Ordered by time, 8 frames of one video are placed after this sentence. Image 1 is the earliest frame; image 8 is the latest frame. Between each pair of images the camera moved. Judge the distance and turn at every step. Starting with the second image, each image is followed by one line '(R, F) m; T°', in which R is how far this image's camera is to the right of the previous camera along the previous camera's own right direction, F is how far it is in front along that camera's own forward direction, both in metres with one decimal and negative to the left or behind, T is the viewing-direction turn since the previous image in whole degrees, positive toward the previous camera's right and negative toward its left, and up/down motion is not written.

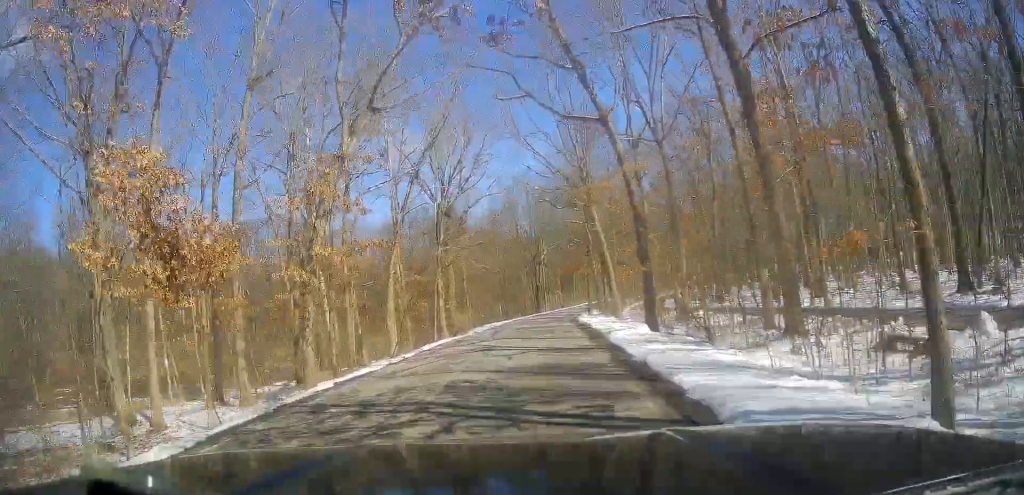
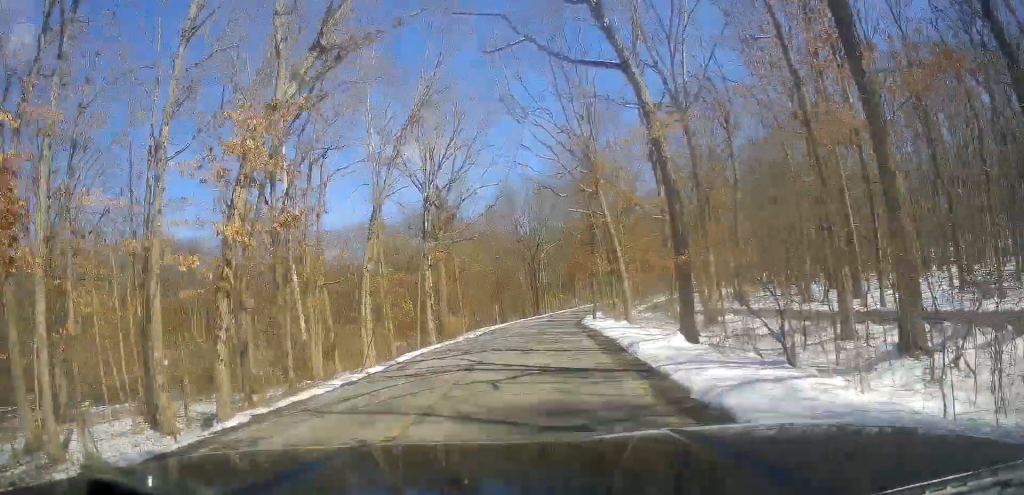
(+0.1, +5.4) m; 0°
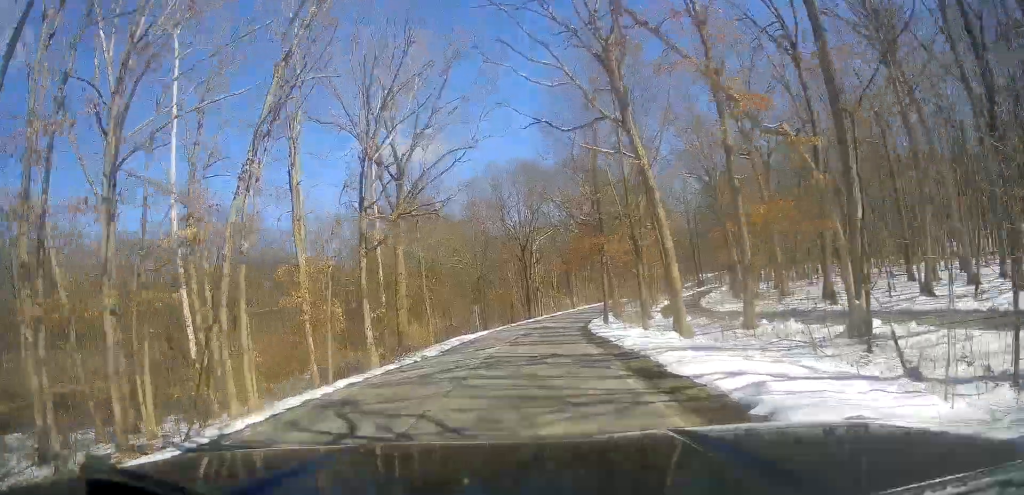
(-0.1, +13.6) m; +3°
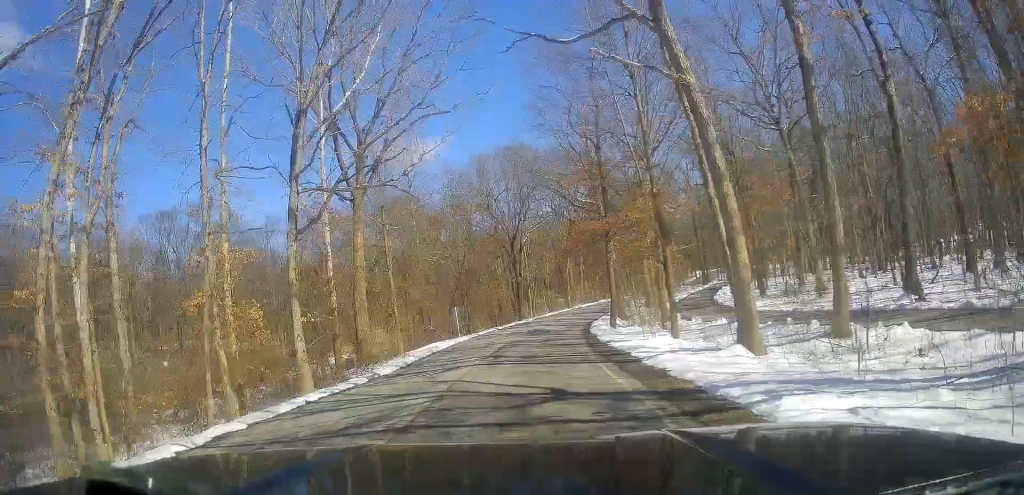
(+0.4, +7.7) m; +3°
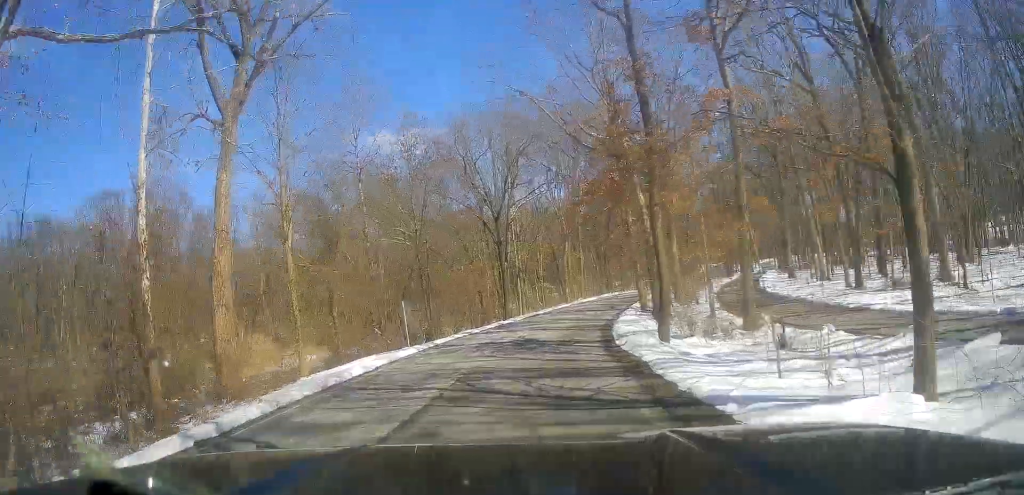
(+0.6, +14.9) m; +1°
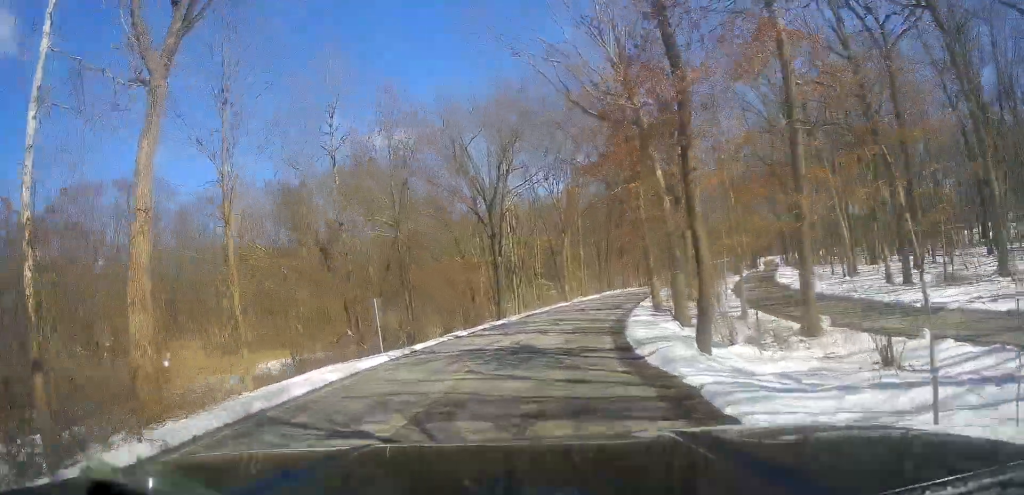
(-0.1, +4.7) m; 0°
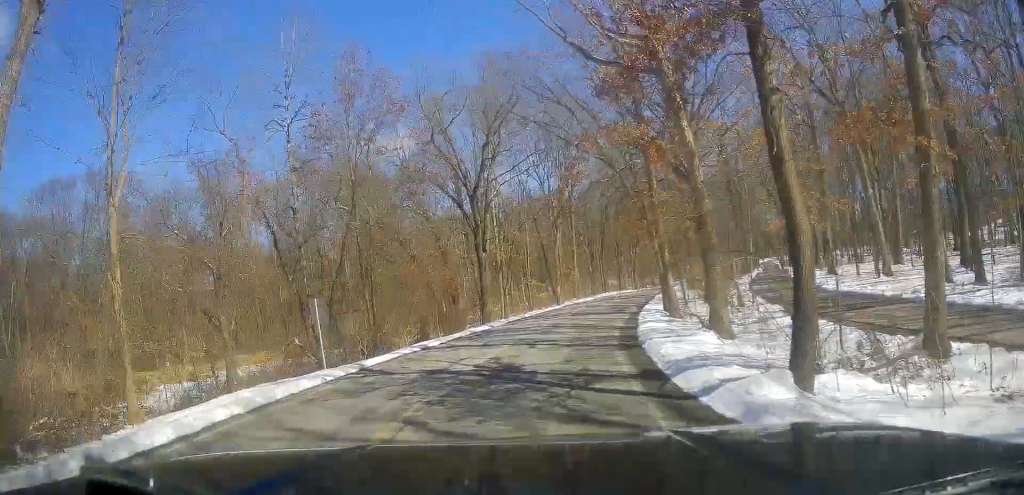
(-0.1, +5.8) m; -1°
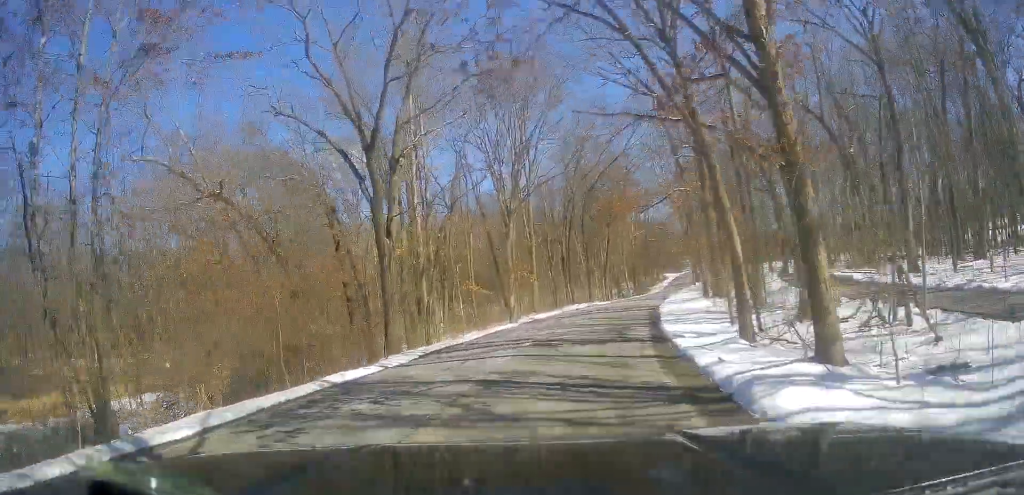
(+0.2, +16.1) m; +5°
